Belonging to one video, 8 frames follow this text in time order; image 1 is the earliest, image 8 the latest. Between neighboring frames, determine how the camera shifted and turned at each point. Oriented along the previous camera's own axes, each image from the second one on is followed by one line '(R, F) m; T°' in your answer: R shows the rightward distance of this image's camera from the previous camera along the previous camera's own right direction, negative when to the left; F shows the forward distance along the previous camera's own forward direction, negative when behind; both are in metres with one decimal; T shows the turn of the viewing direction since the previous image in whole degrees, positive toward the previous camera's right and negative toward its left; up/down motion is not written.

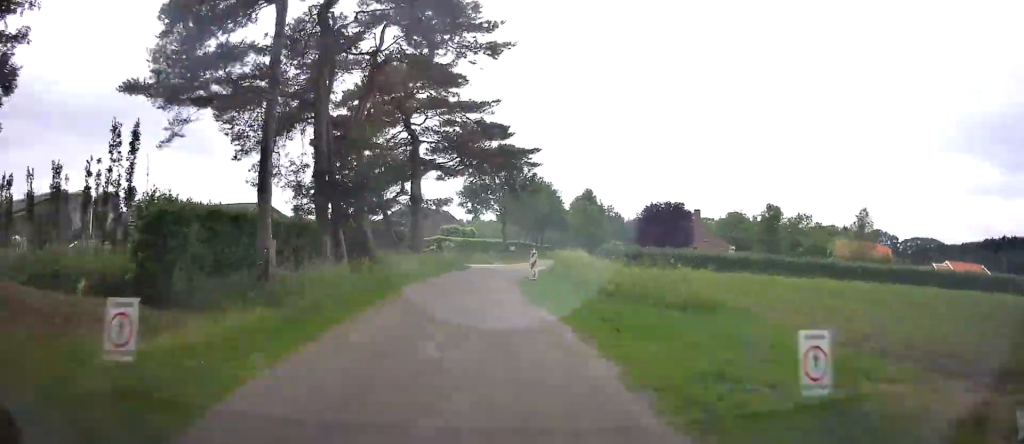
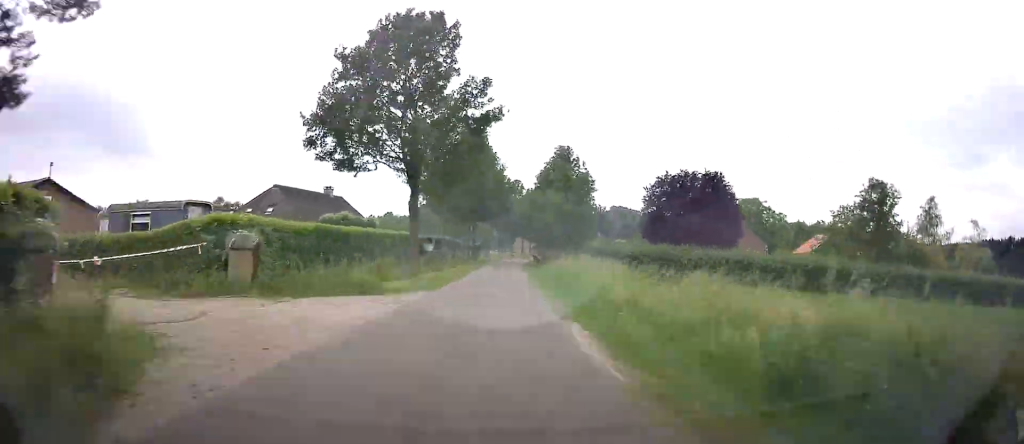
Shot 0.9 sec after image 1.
(+0.8, +33.1) m; +4°
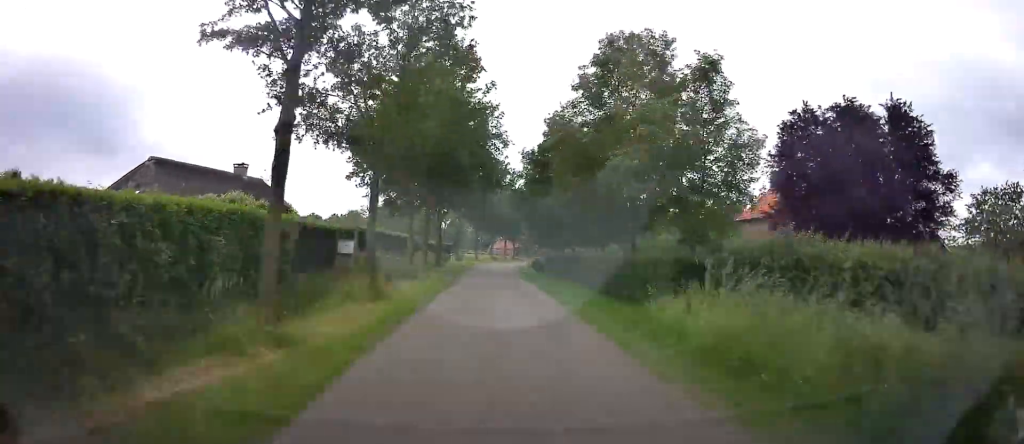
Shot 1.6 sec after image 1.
(+0.7, +24.7) m; +4°
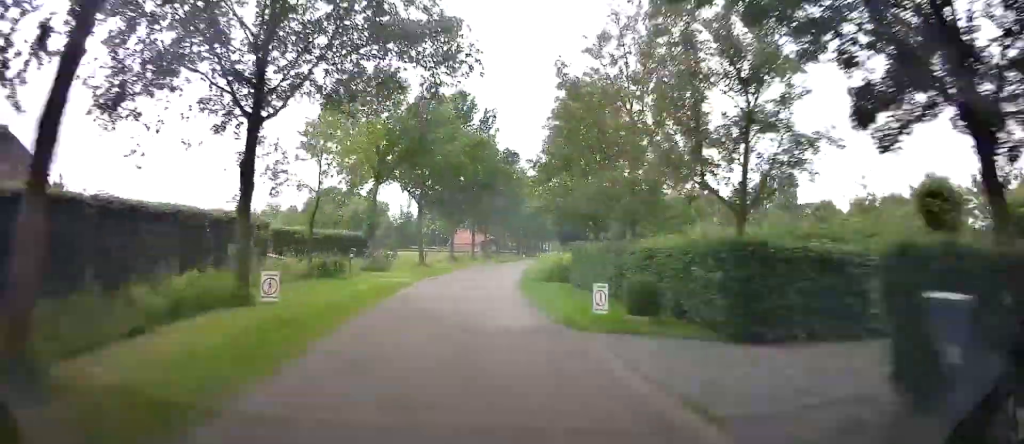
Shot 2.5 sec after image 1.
(+1.3, +33.8) m; +5°
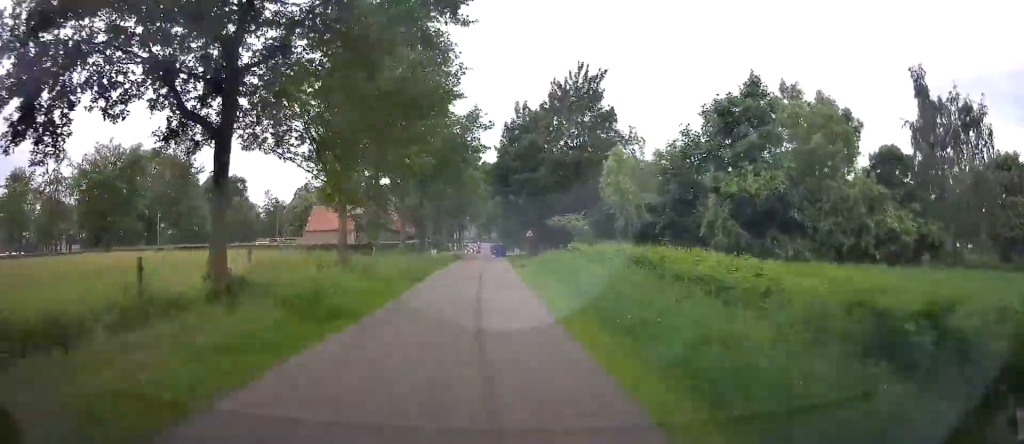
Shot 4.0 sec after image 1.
(+4.6, +54.6) m; +8°
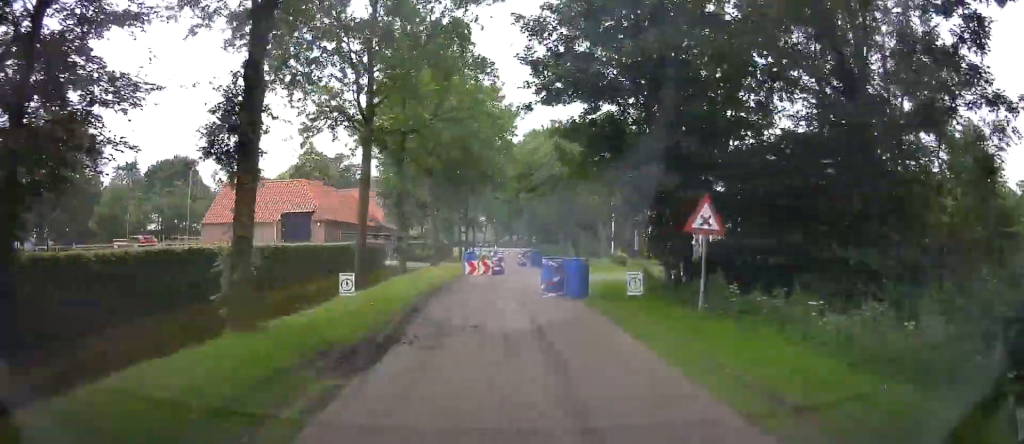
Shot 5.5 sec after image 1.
(+1.1, +37.1) m; +2°
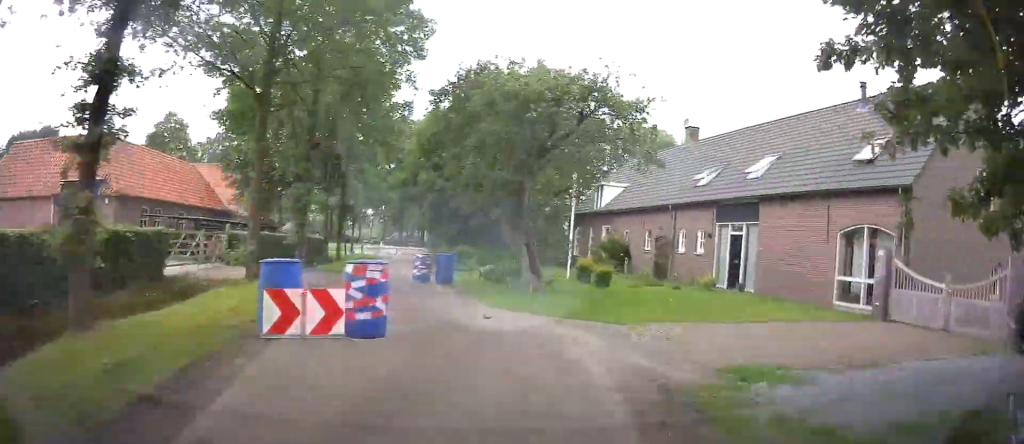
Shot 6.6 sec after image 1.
(+0.1, +18.1) m; 0°
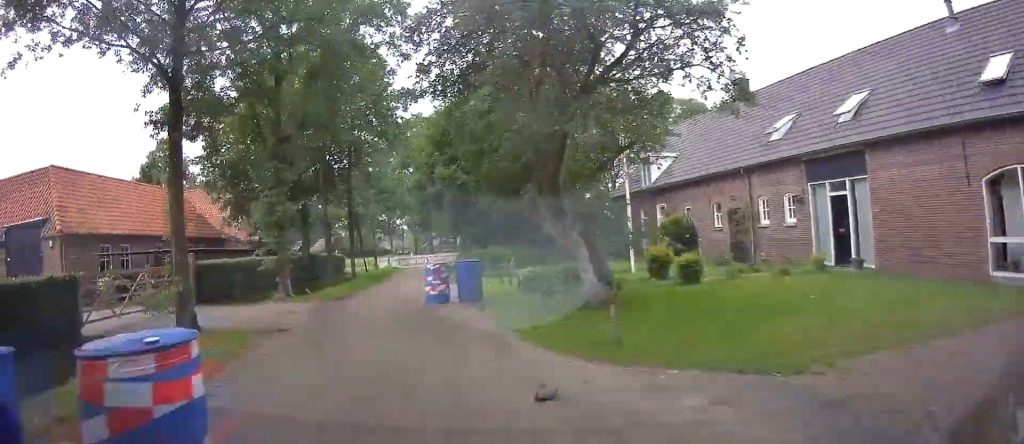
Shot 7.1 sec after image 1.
(-0.1, +6.0) m; 0°
